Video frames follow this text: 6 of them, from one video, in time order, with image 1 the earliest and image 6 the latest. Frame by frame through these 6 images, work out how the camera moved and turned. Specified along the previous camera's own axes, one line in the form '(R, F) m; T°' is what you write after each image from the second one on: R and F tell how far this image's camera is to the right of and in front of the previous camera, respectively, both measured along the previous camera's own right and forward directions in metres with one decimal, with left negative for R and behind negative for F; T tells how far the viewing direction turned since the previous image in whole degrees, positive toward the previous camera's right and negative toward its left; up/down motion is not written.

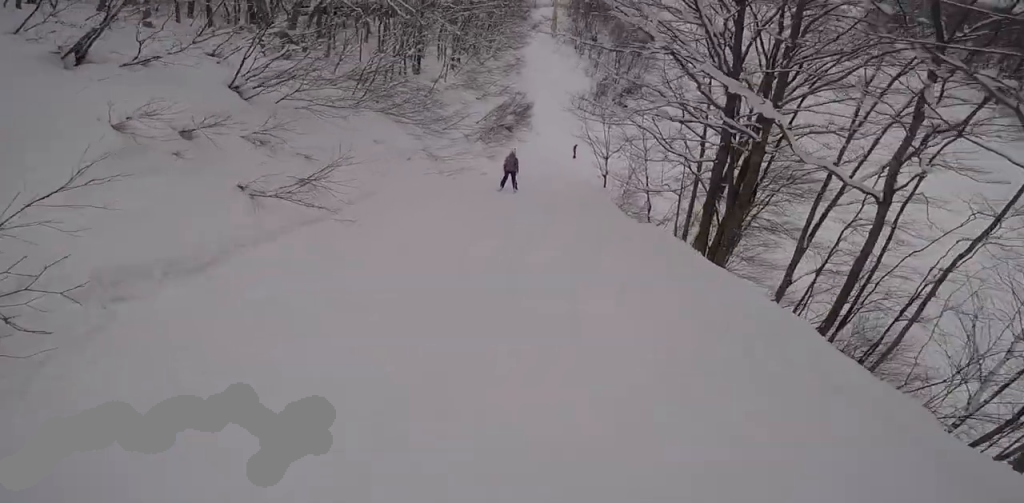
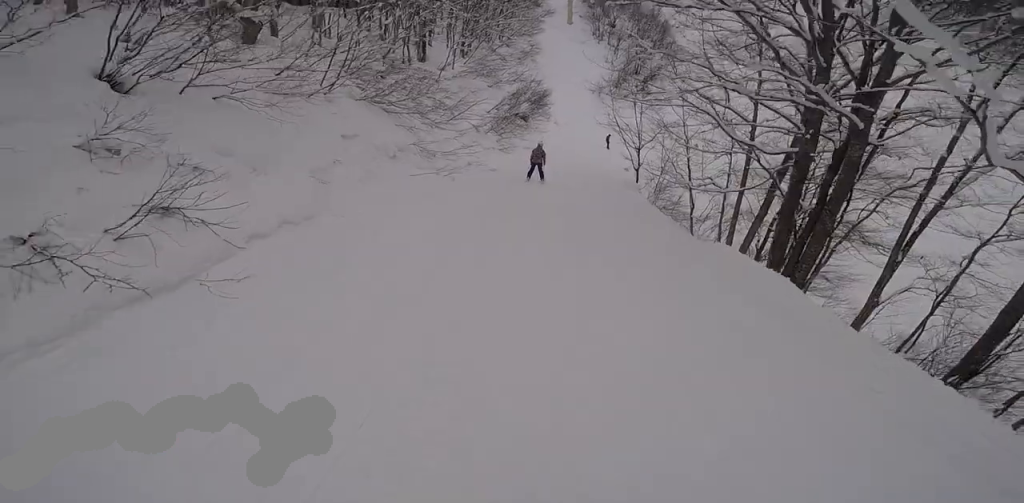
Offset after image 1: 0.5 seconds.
(+0.7, +2.9) m; +1°
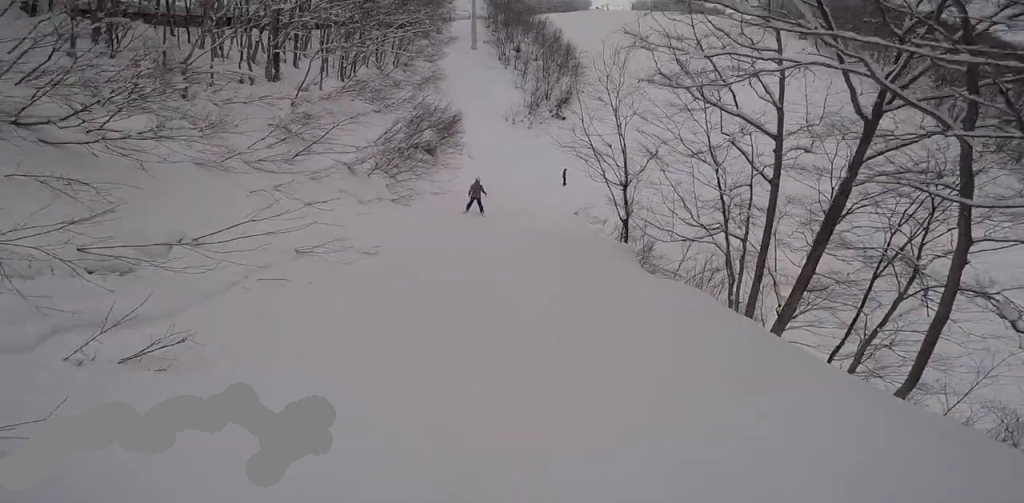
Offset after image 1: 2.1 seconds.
(-0.4, +8.9) m; +3°
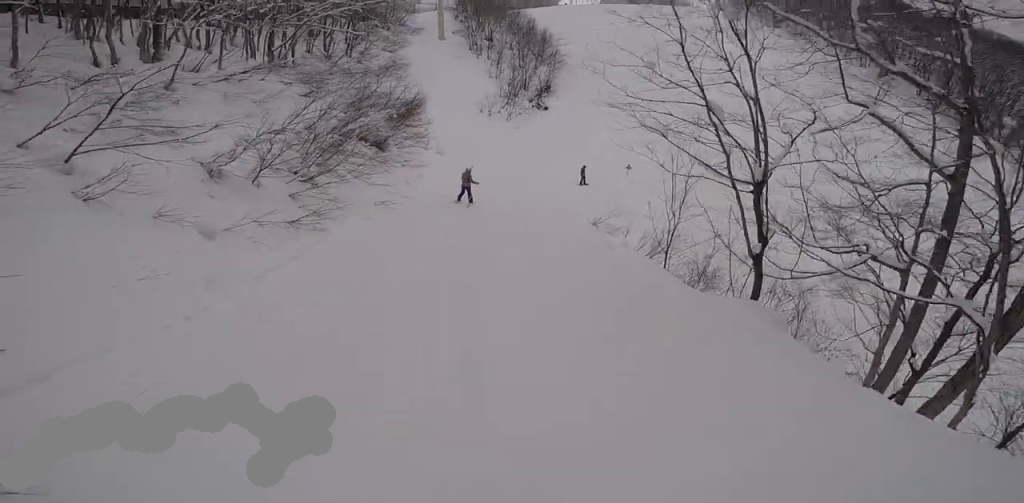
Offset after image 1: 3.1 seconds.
(+0.7, +6.2) m; -1°
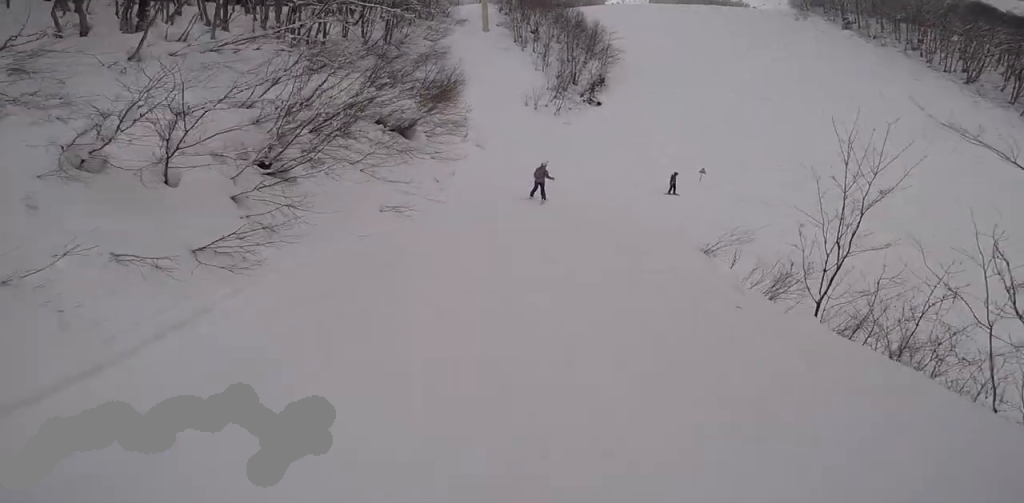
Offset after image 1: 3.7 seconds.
(-1.1, +3.8) m; 0°
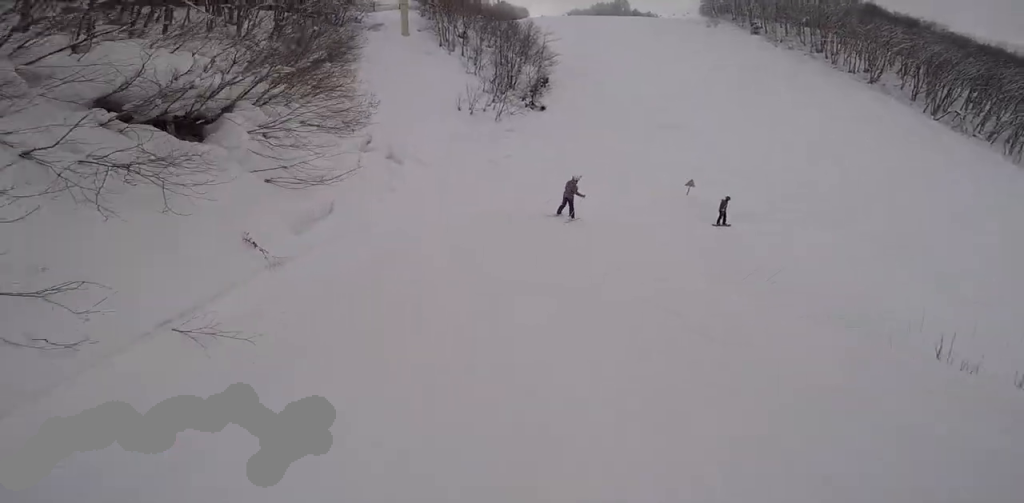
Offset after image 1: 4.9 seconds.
(+1.6, +6.8) m; +17°
